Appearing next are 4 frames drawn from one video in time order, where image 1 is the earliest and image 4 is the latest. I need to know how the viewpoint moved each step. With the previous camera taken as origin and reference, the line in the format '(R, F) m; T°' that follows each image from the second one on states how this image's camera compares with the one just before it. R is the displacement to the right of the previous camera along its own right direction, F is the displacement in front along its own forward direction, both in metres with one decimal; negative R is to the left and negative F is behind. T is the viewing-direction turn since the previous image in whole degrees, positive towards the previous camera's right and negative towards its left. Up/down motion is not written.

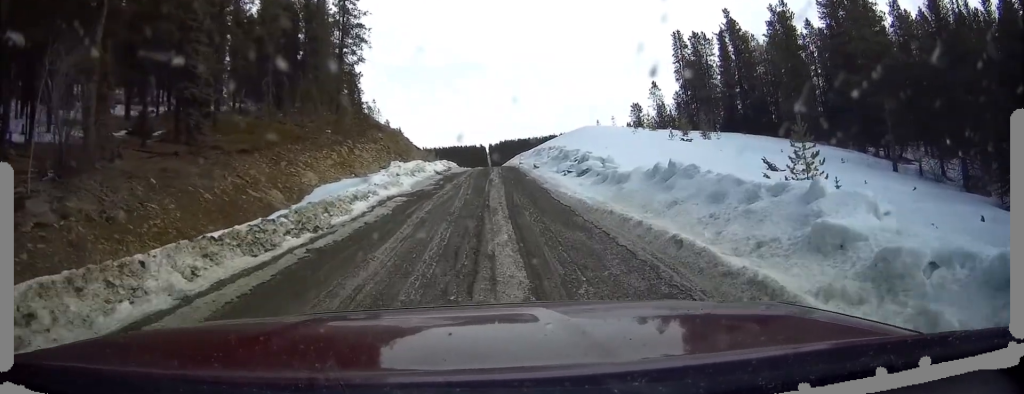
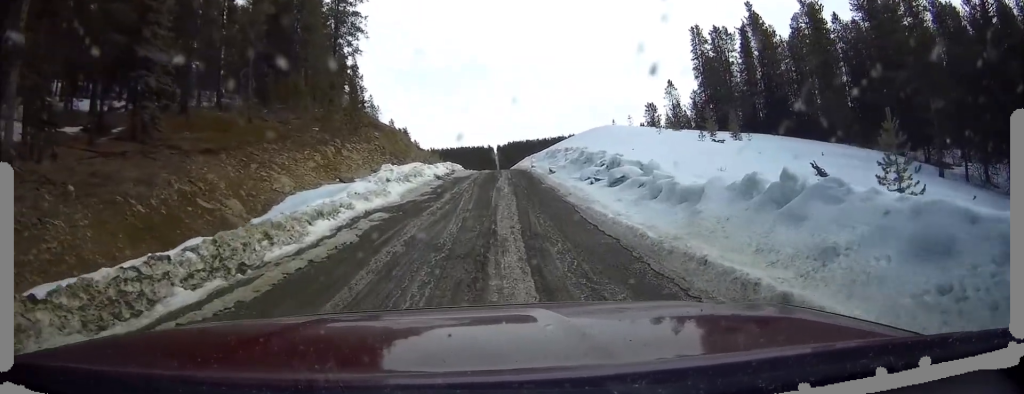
(0.0, +5.2) m; 0°
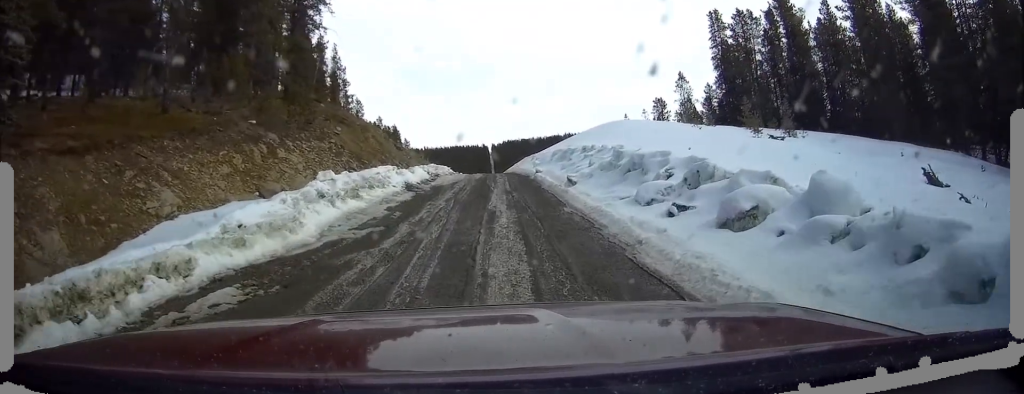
(+0.2, +9.9) m; +4°
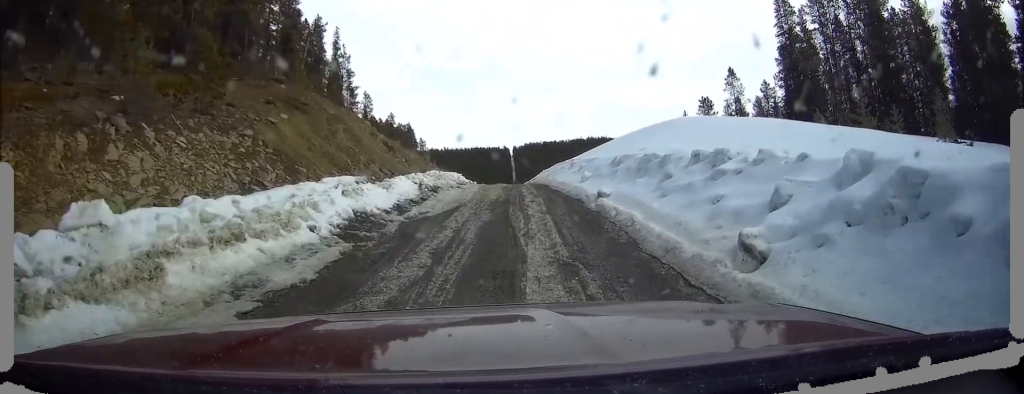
(-0.3, +13.0) m; -1°
